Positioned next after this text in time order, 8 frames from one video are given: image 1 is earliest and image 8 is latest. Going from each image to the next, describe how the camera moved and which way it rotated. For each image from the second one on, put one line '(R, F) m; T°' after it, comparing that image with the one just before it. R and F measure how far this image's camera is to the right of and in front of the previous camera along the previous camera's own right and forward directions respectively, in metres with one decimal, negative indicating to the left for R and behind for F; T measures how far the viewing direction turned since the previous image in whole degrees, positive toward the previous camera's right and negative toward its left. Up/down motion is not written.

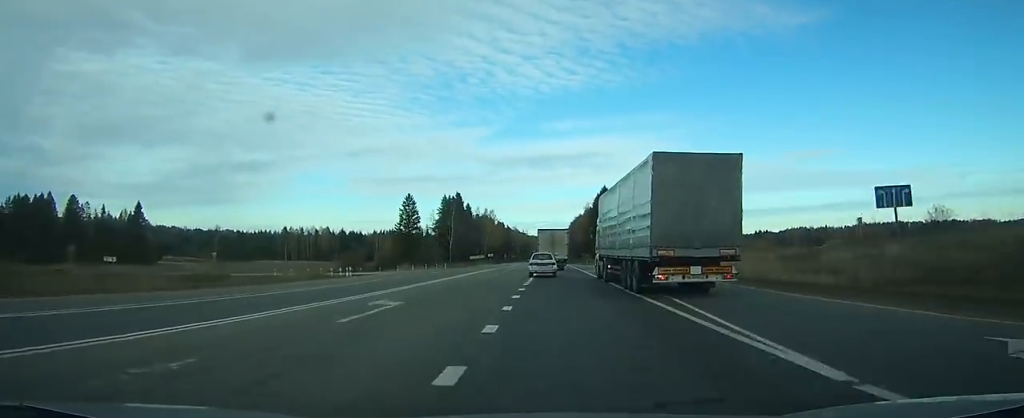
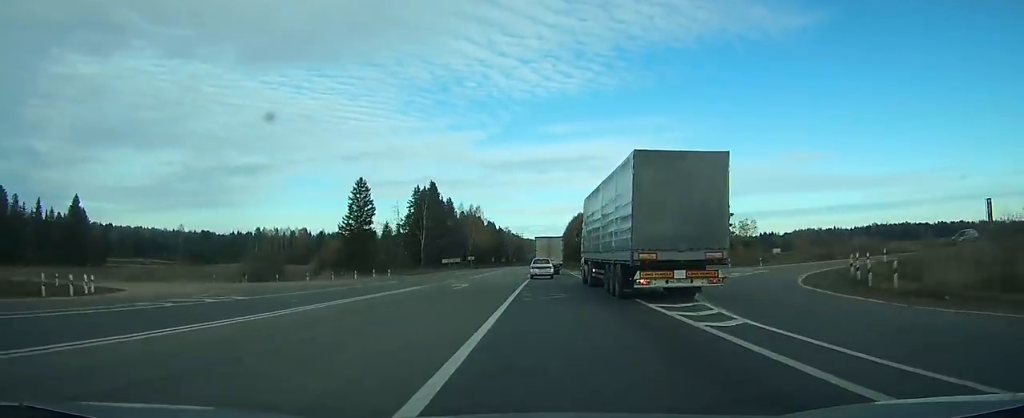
(-0.2, +36.8) m; 0°
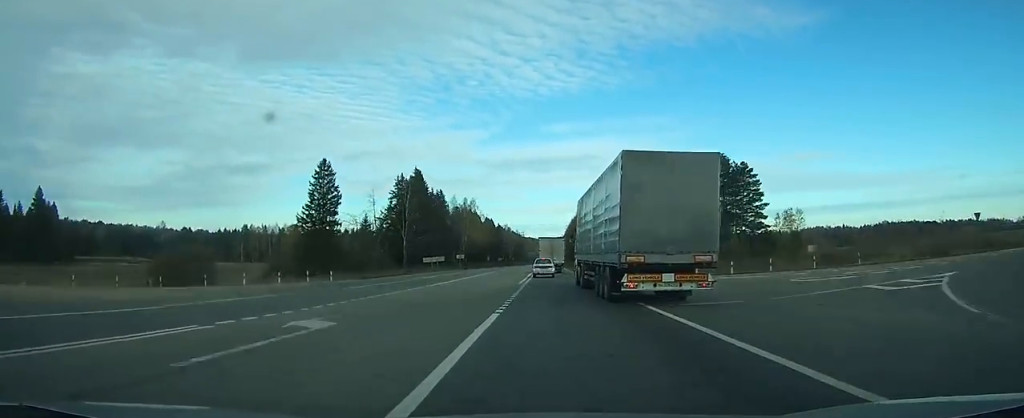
(-0.1, +20.3) m; 0°
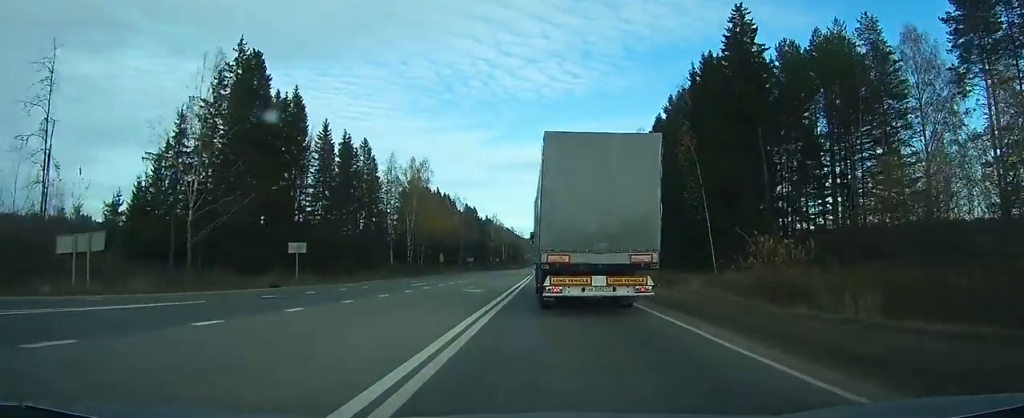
(+0.1, +77.6) m; 0°
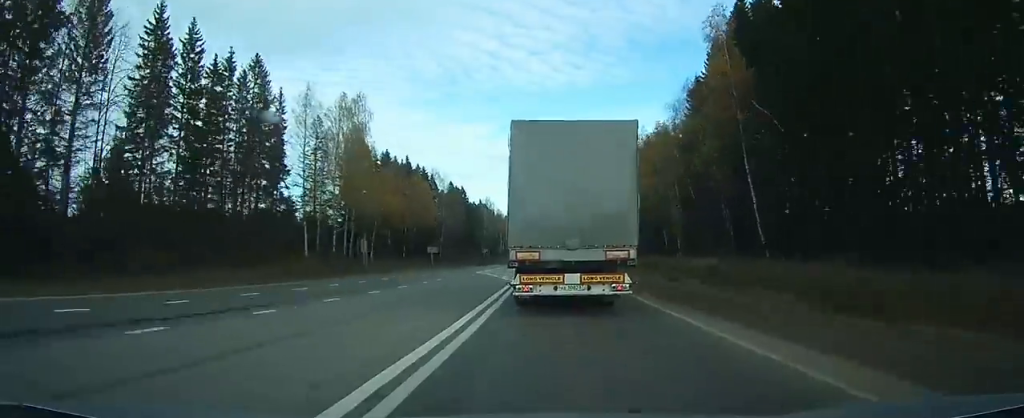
(0.0, +42.1) m; 0°
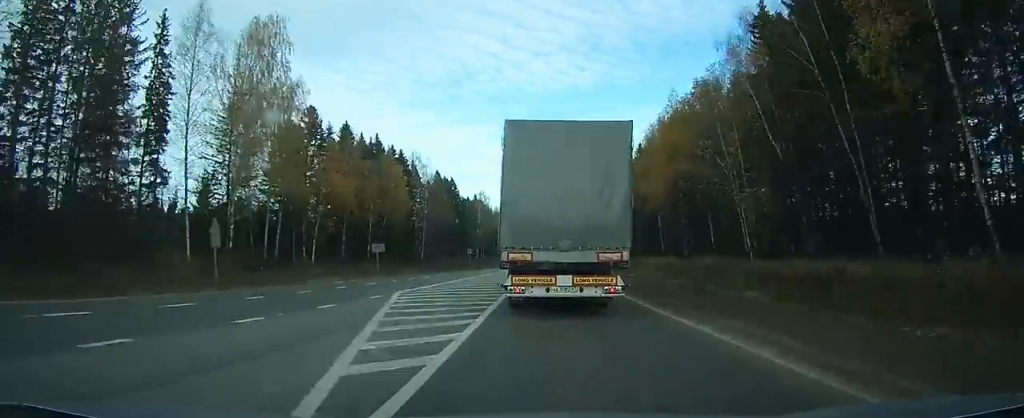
(+0.1, +25.5) m; 0°
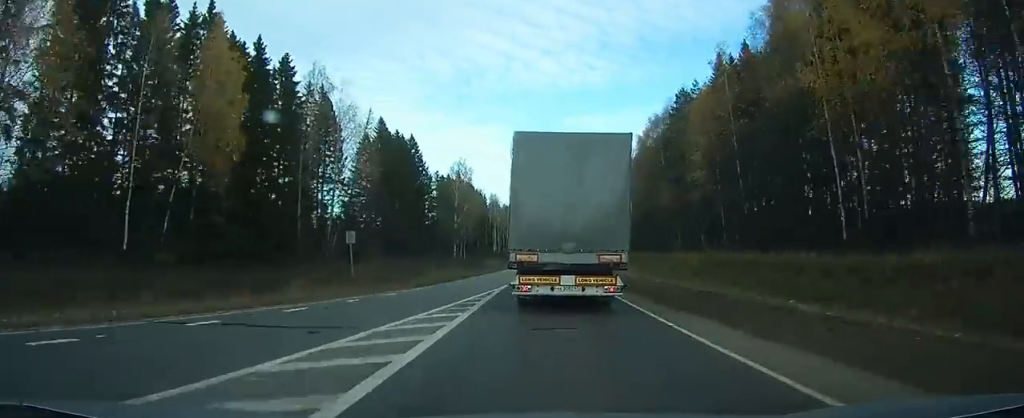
(-0.4, +60.2) m; -1°
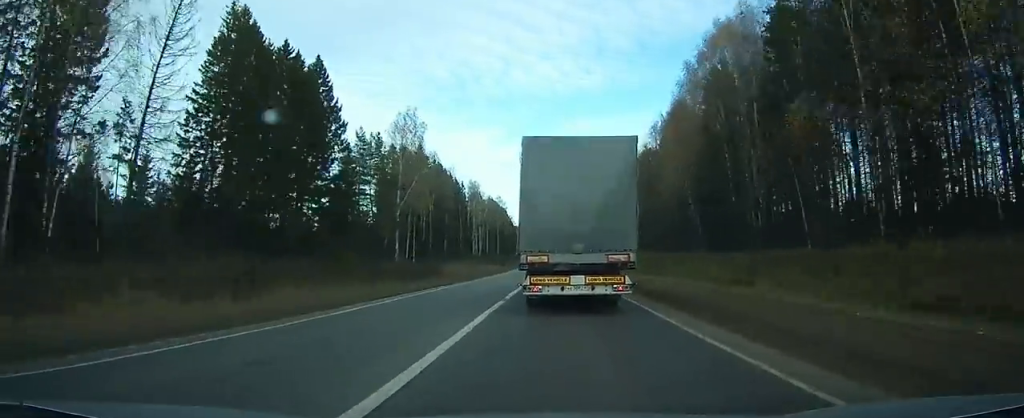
(-0.4, +45.5) m; 0°
